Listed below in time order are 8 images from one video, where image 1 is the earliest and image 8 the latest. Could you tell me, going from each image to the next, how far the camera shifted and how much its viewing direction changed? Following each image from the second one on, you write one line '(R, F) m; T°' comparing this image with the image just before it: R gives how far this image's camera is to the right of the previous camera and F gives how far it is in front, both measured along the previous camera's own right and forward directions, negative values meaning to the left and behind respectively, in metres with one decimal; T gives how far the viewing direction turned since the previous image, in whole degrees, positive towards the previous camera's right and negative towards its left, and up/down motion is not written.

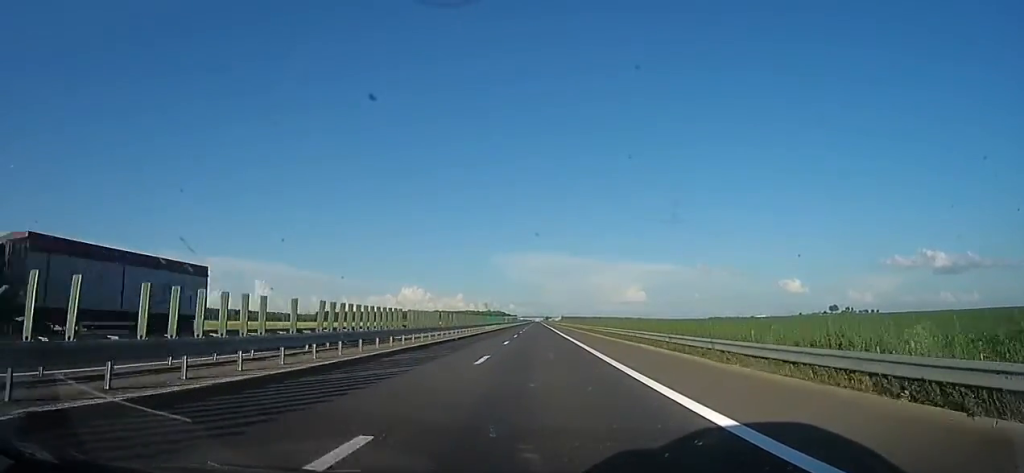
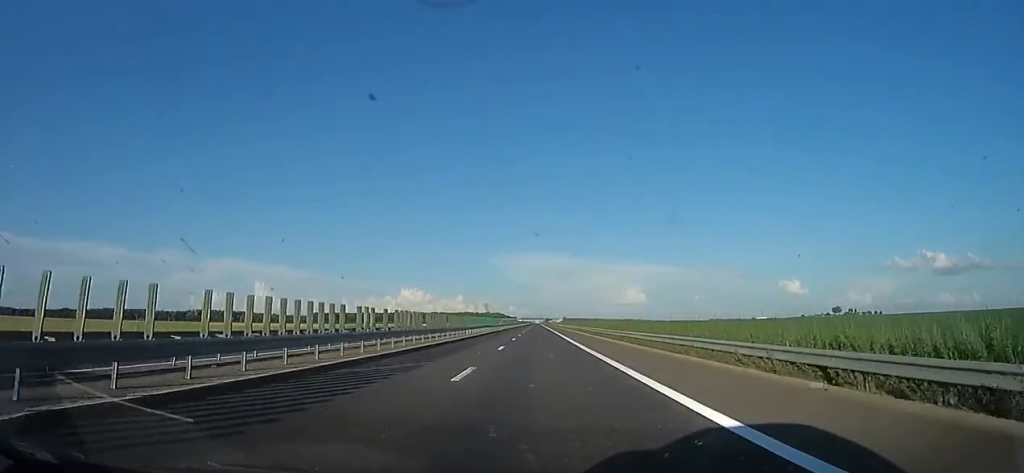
(-0.3, +15.8) m; -1°
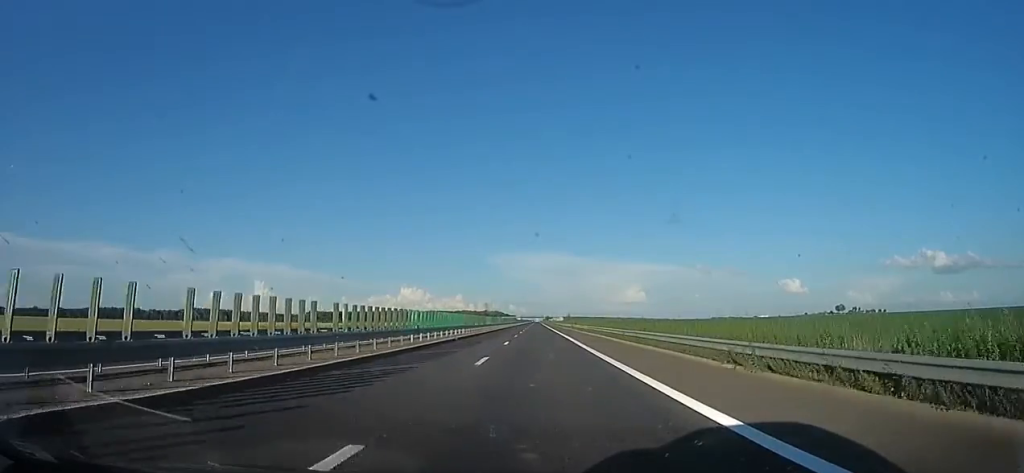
(-0.1, +20.4) m; 0°
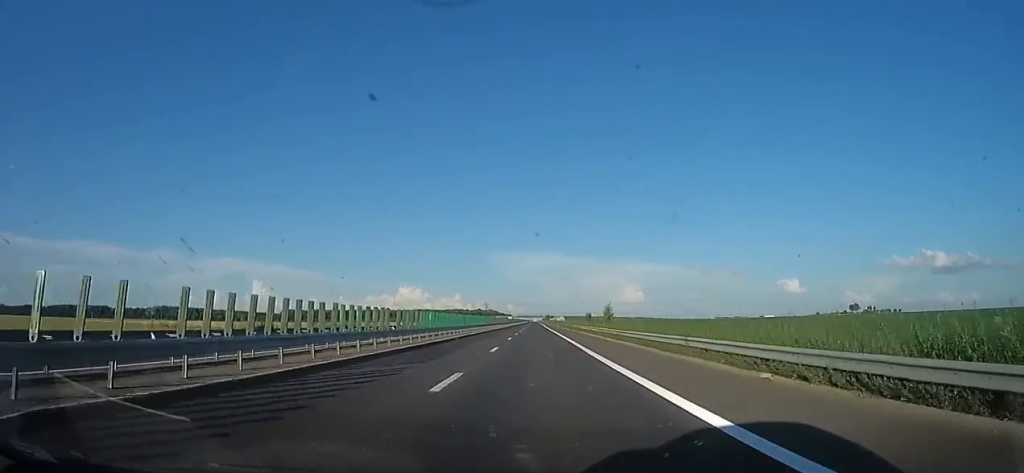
(+2.3, +77.0) m; +3°
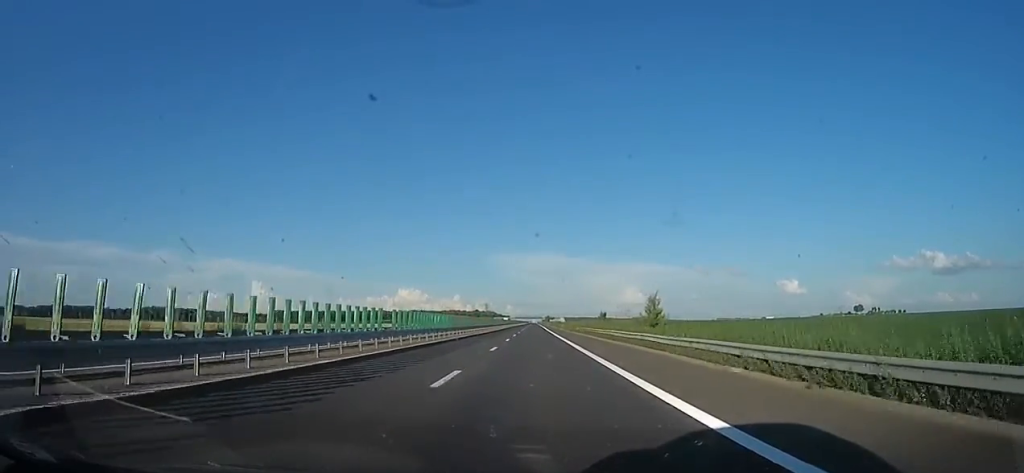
(-0.2, +23.4) m; -1°
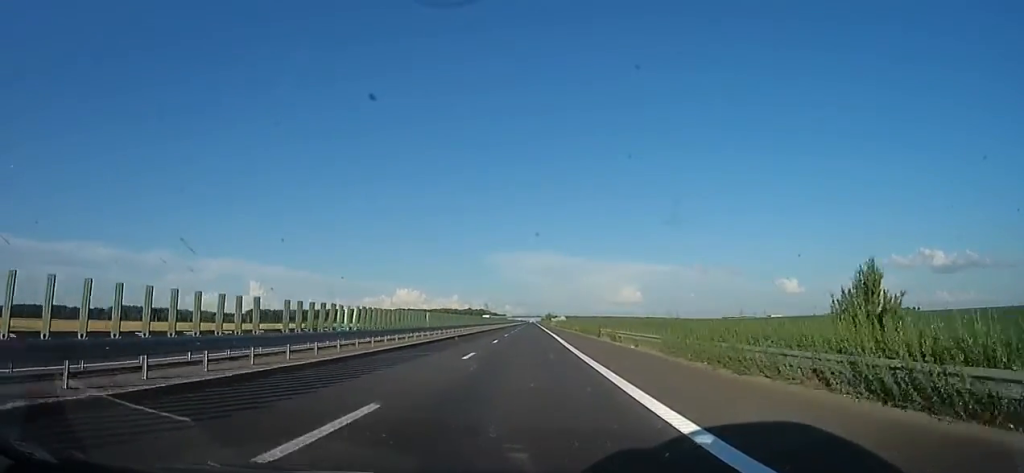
(-1.0, +65.2) m; +1°
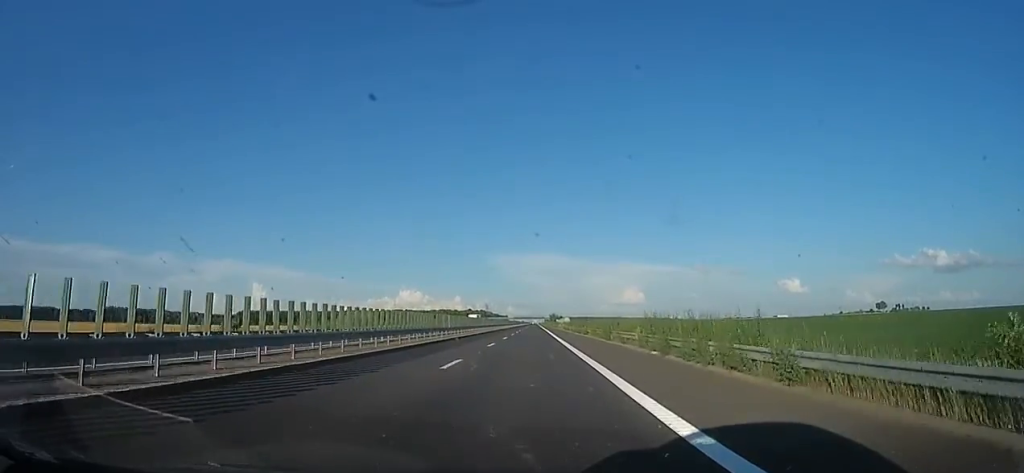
(+1.1, +28.2) m; 0°
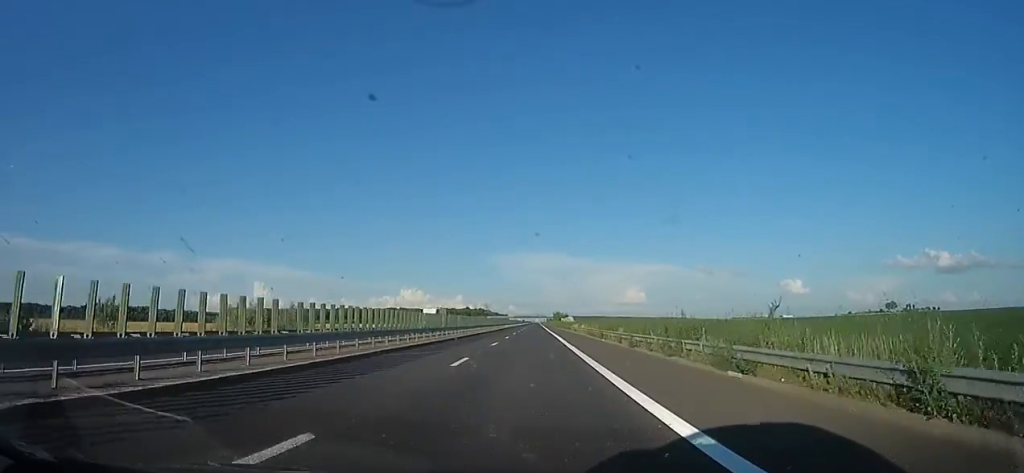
(-1.4, +34.7) m; -2°
